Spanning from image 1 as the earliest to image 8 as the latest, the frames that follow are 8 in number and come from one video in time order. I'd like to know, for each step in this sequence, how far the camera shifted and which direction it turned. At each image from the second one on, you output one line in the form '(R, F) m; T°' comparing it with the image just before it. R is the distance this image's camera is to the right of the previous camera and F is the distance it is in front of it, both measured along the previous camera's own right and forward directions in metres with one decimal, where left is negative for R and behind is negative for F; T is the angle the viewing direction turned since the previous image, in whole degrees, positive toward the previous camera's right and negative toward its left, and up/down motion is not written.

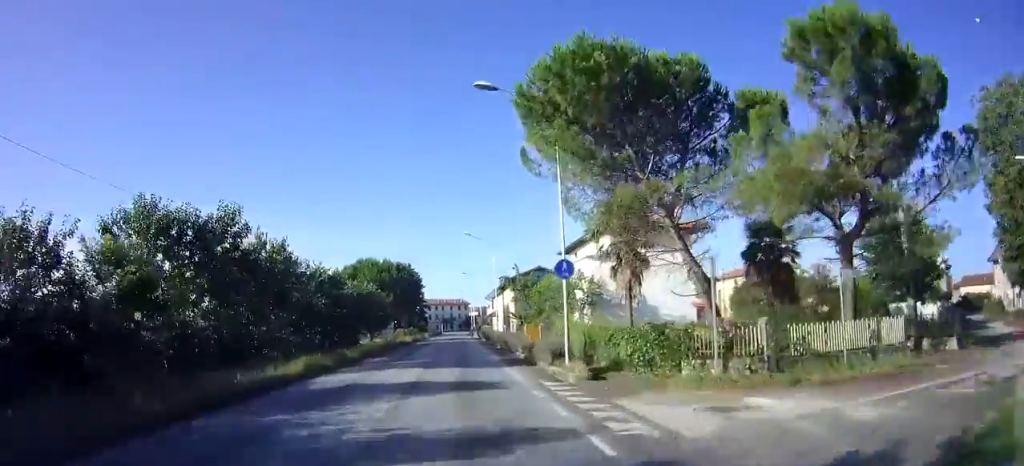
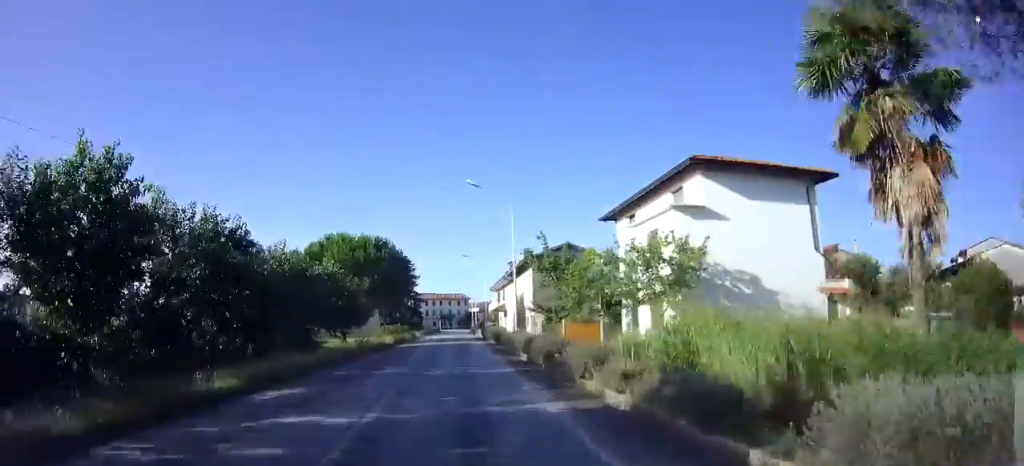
(0.0, +14.2) m; 0°
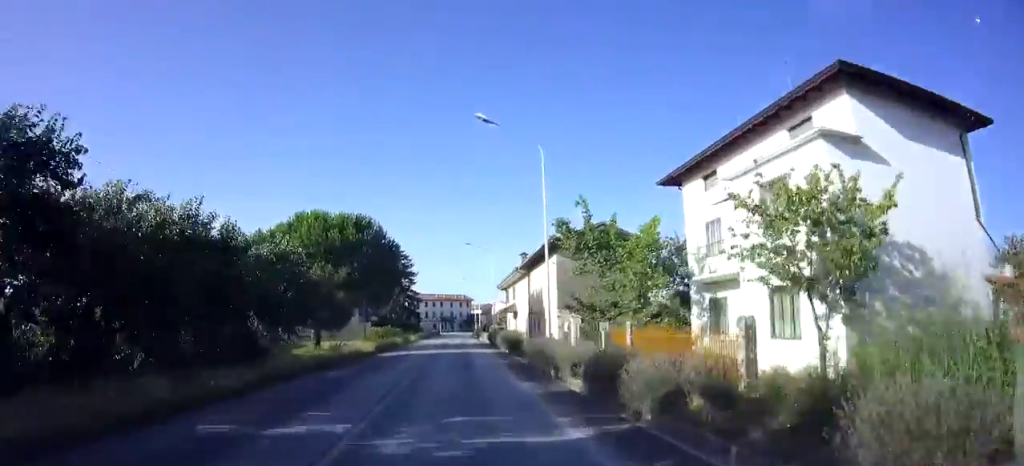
(+0.1, +9.2) m; 0°
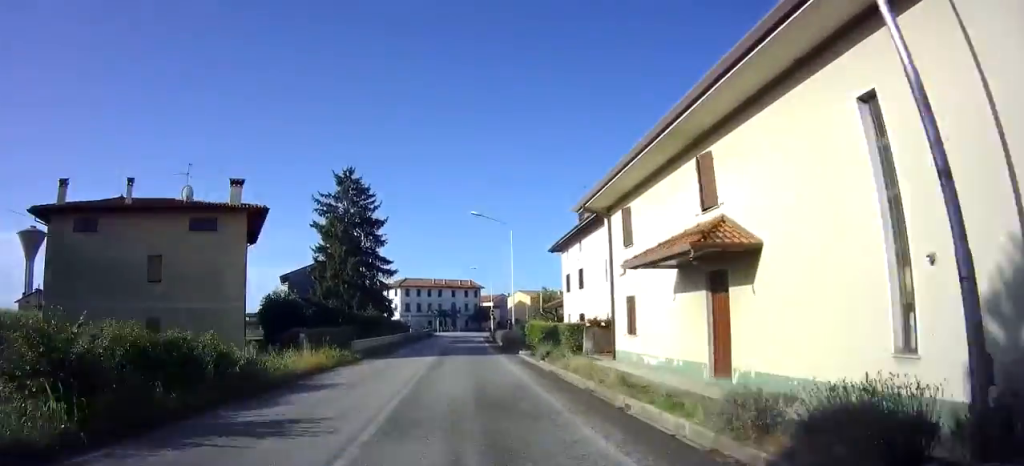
(-0.3, +41.1) m; -1°
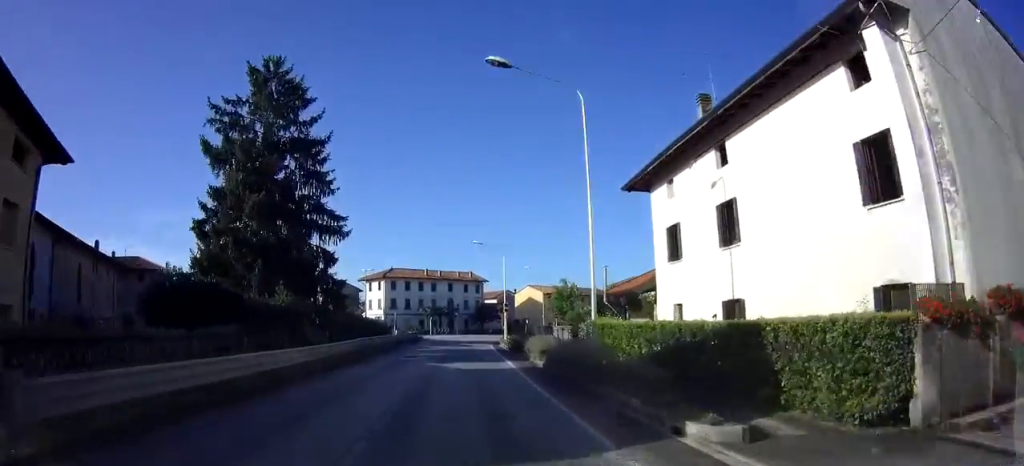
(-0.1, +19.7) m; 0°
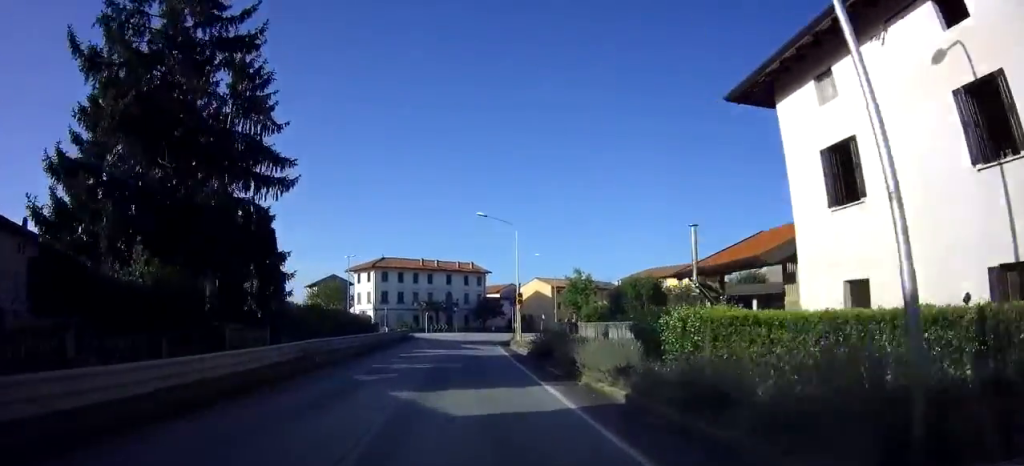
(0.0, +9.6) m; 0°
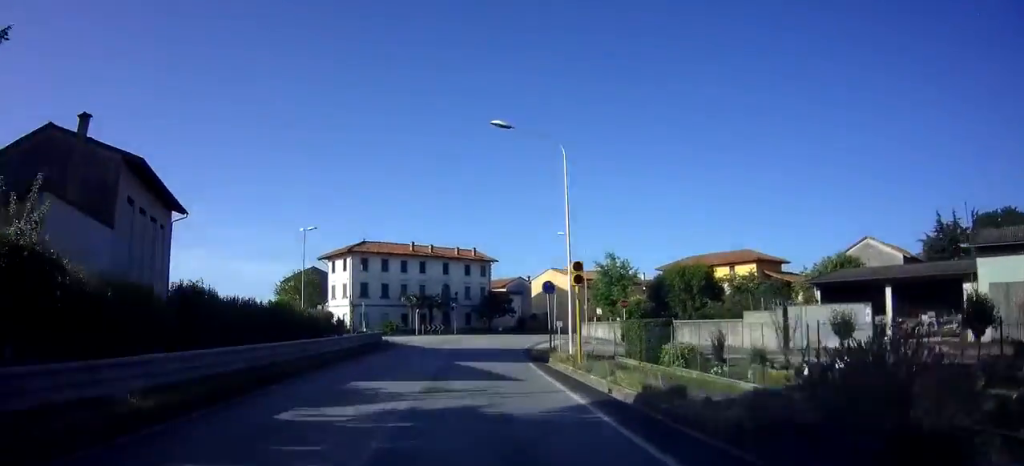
(0.0, +16.3) m; 0°
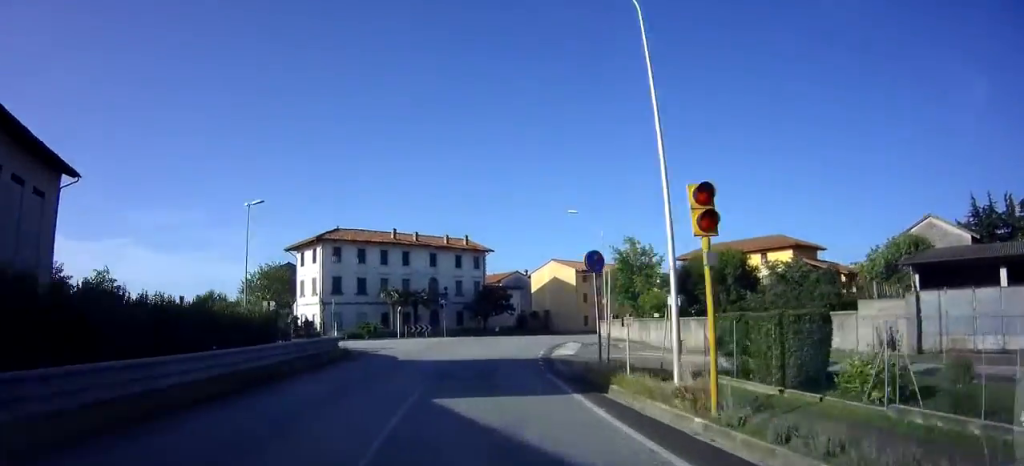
(0.0, +9.3) m; +1°
